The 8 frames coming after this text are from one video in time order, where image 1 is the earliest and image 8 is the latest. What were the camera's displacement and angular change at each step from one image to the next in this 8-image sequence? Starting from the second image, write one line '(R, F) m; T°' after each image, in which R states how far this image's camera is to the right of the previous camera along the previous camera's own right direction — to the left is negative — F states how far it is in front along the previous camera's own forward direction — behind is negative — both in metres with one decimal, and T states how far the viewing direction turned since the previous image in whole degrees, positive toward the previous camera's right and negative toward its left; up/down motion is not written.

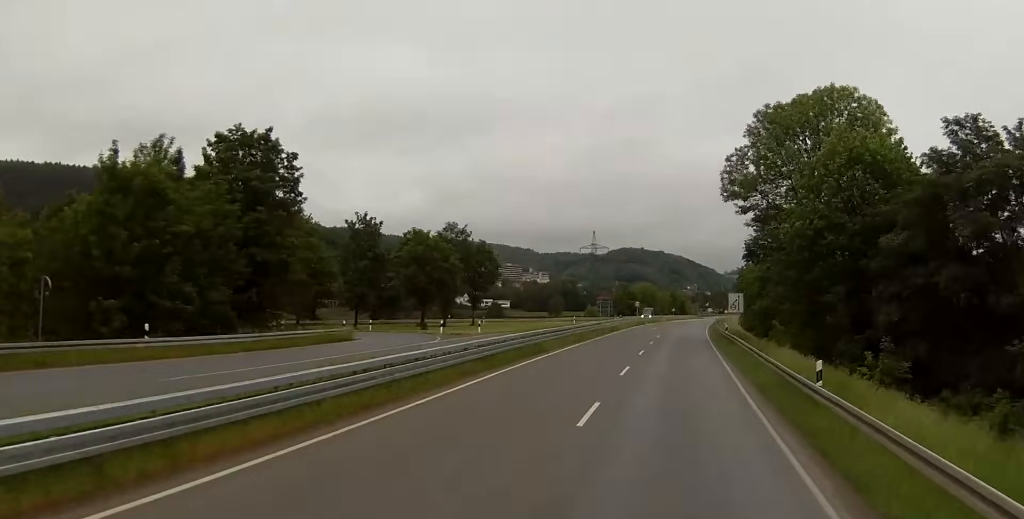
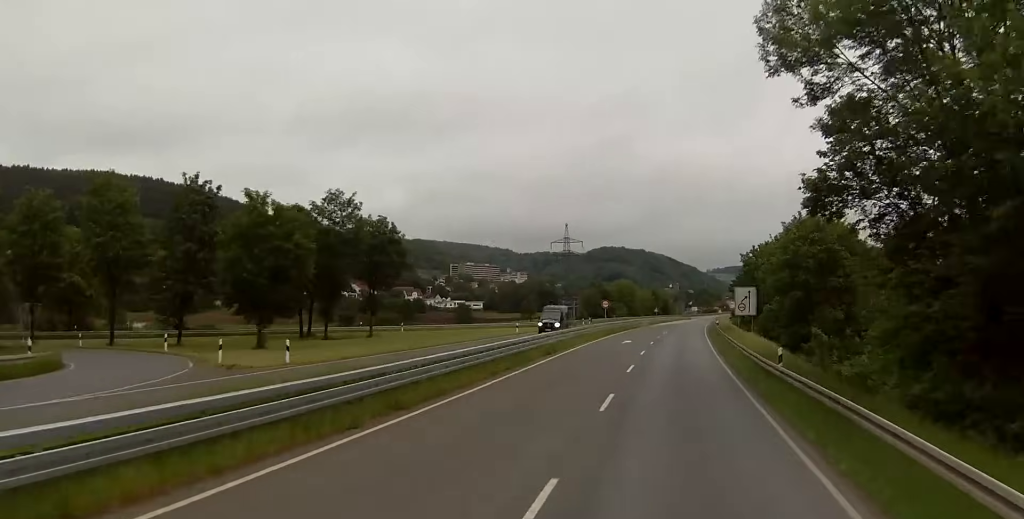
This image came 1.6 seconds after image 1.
(-0.1, +32.2) m; +1°
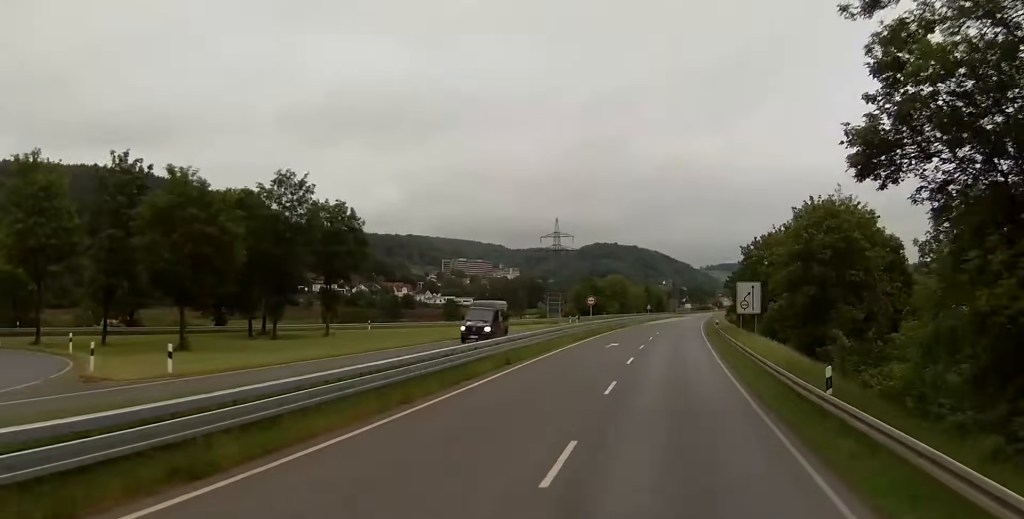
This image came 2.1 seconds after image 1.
(+0.1, +8.6) m; 0°
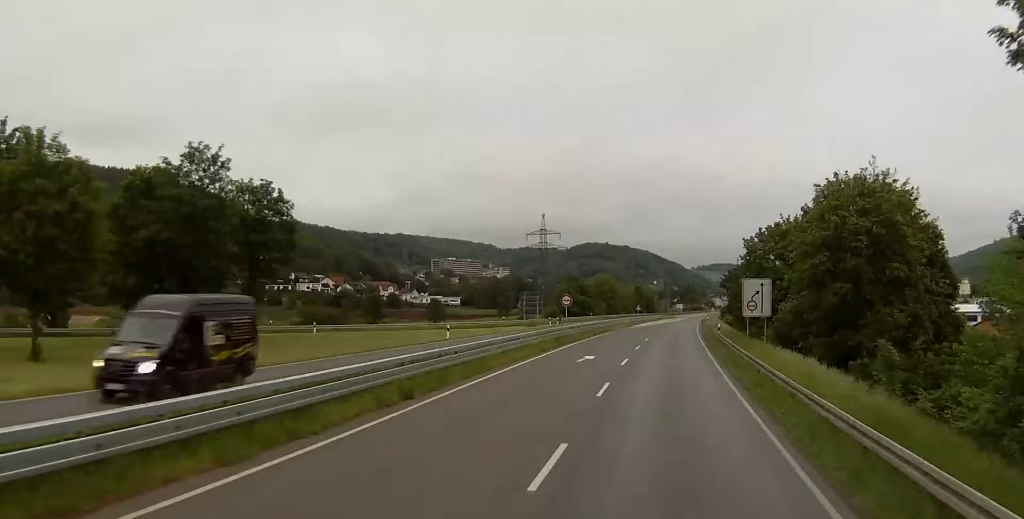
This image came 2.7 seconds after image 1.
(+0.4, +11.9) m; 0°
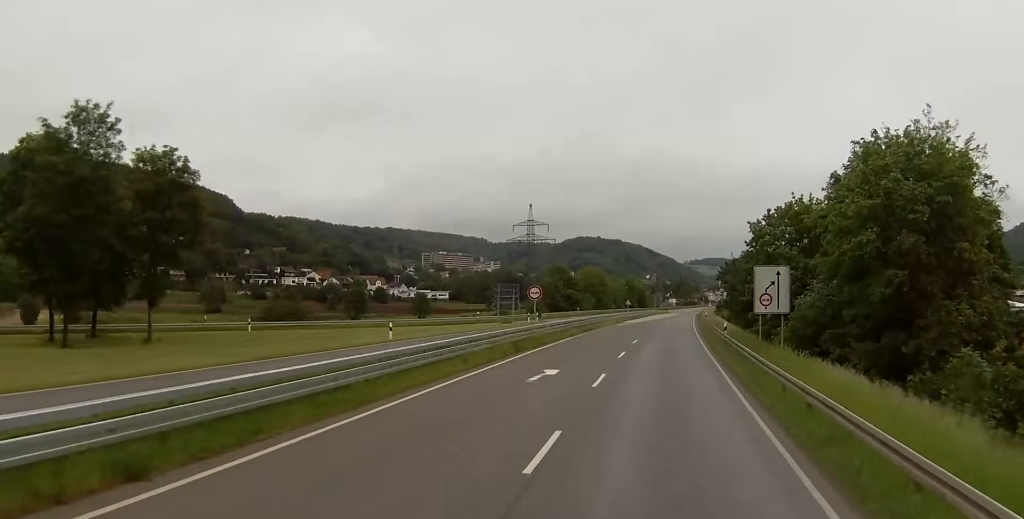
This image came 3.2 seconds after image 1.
(-0.1, +11.2) m; 0°
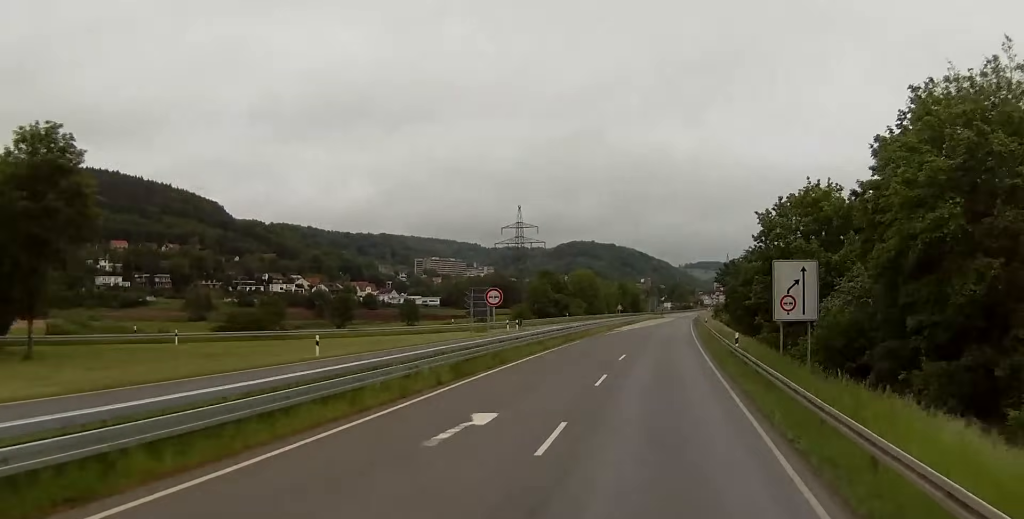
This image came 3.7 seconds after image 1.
(-0.3, +9.9) m; 0°
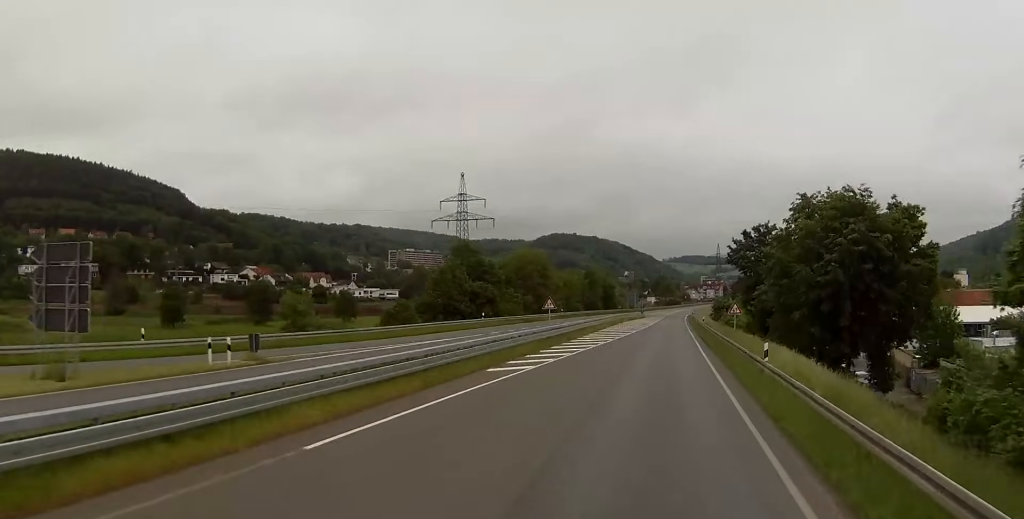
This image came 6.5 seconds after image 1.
(+2.6, +54.7) m; +3°
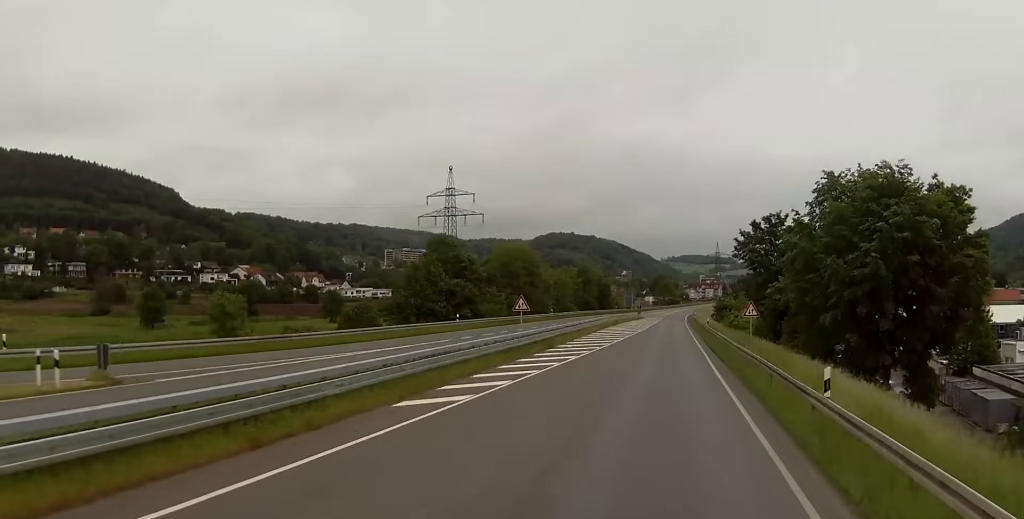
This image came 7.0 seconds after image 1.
(-0.1, +10.0) m; 0°
